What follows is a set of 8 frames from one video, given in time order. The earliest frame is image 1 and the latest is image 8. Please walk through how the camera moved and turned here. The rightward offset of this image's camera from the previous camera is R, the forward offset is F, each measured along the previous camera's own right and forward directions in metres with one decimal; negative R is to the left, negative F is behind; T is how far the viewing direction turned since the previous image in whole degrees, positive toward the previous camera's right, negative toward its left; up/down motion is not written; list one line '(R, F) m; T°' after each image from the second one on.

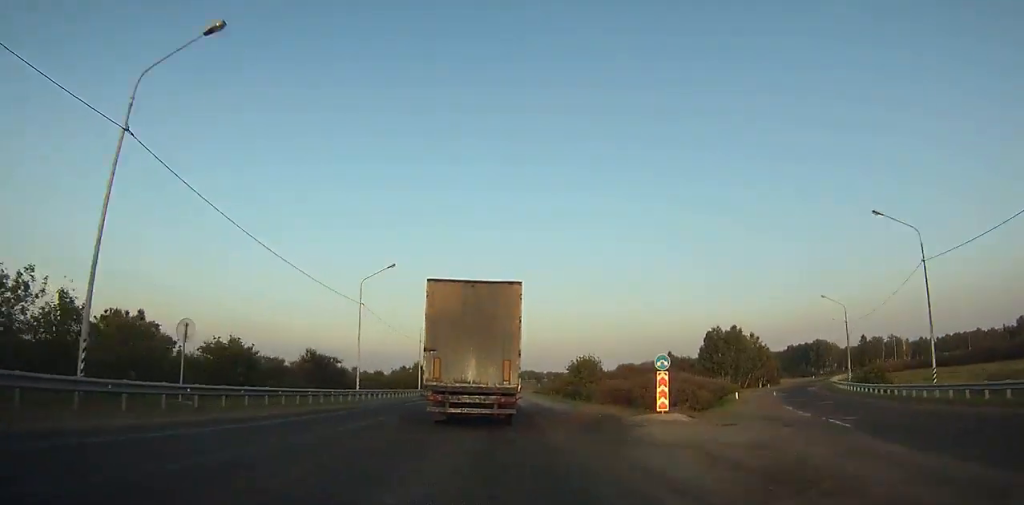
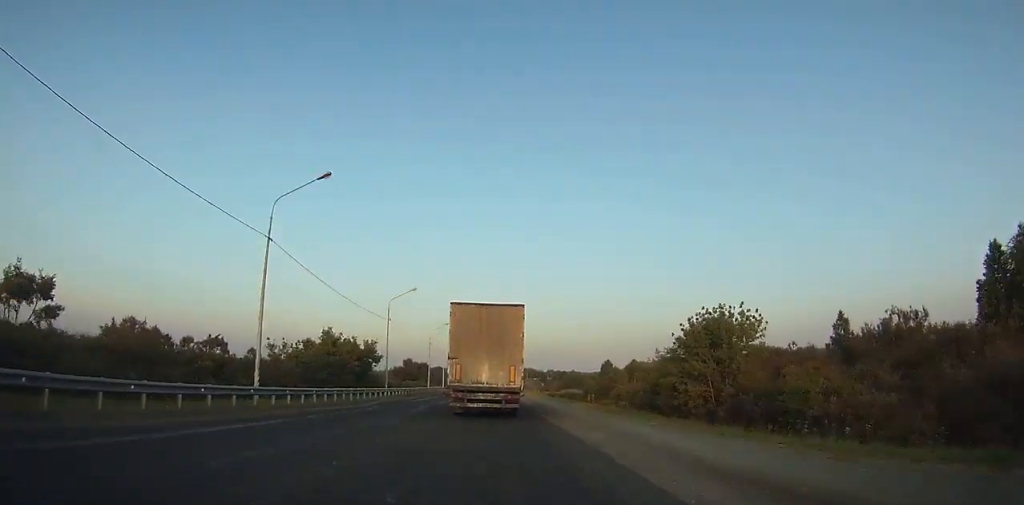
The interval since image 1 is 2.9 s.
(-0.1, +60.3) m; 0°
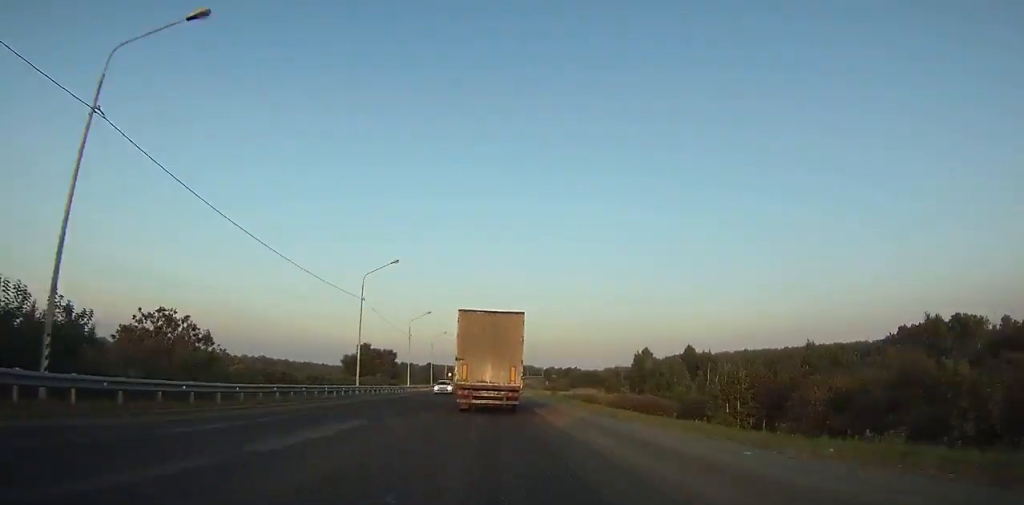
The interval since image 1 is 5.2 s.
(-0.2, +48.0) m; 0°
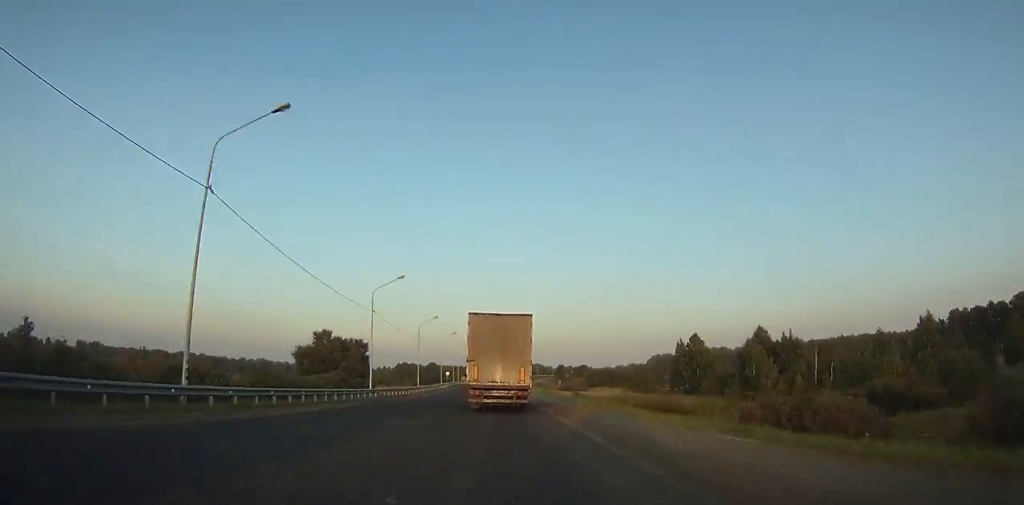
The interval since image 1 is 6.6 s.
(0.0, +29.5) m; 0°
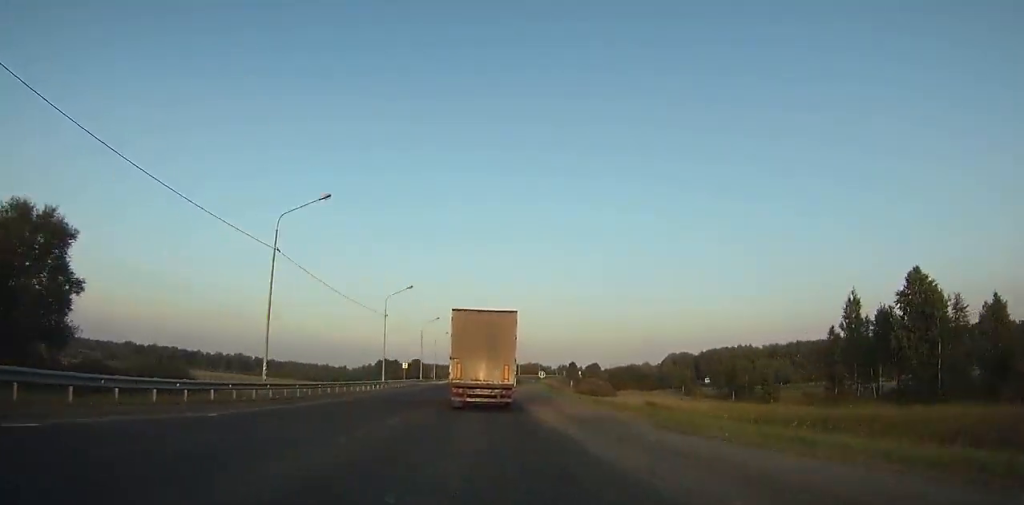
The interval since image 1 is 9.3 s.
(+0.1, +57.0) m; 0°
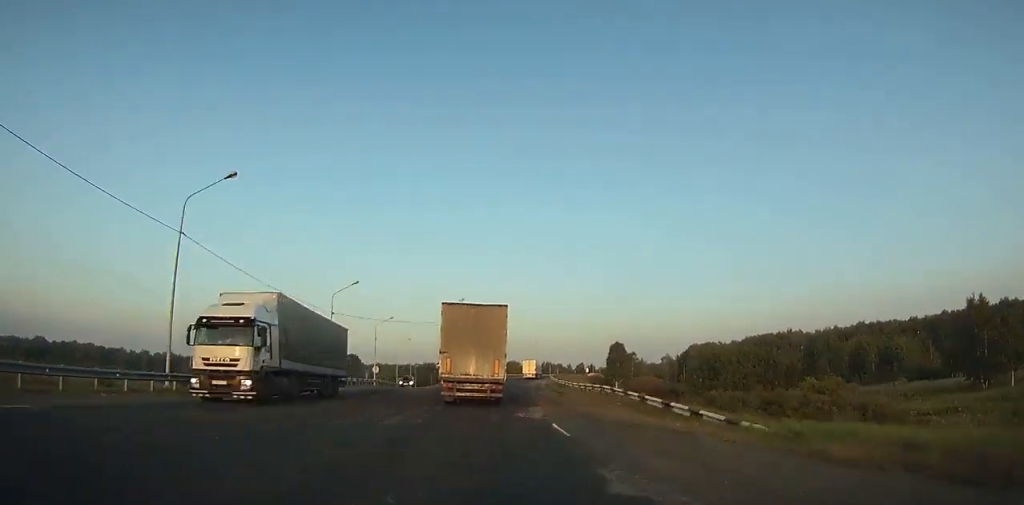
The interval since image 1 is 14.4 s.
(+1.5, +106.7) m; +2°
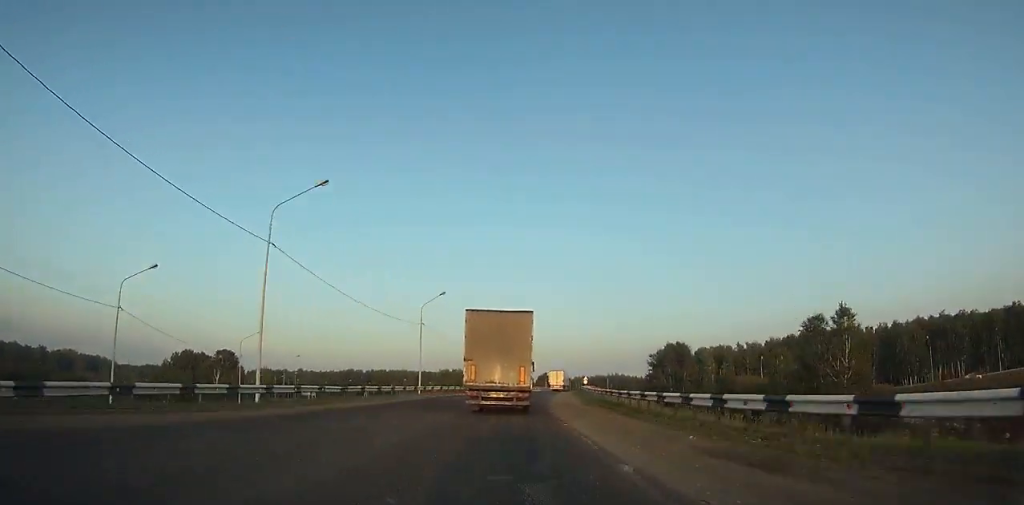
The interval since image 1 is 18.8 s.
(+3.6, +87.8) m; +6°
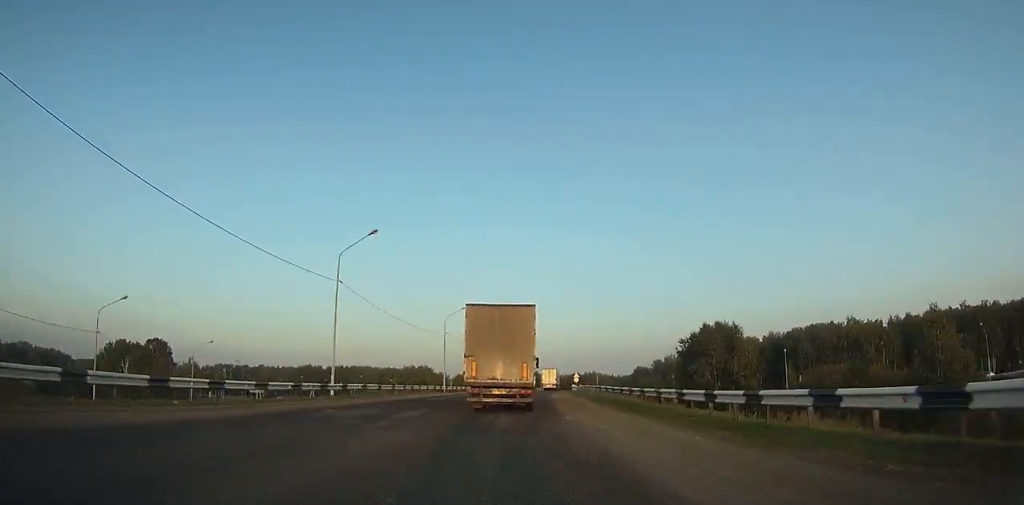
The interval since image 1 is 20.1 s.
(-0.2, +25.3) m; +2°
